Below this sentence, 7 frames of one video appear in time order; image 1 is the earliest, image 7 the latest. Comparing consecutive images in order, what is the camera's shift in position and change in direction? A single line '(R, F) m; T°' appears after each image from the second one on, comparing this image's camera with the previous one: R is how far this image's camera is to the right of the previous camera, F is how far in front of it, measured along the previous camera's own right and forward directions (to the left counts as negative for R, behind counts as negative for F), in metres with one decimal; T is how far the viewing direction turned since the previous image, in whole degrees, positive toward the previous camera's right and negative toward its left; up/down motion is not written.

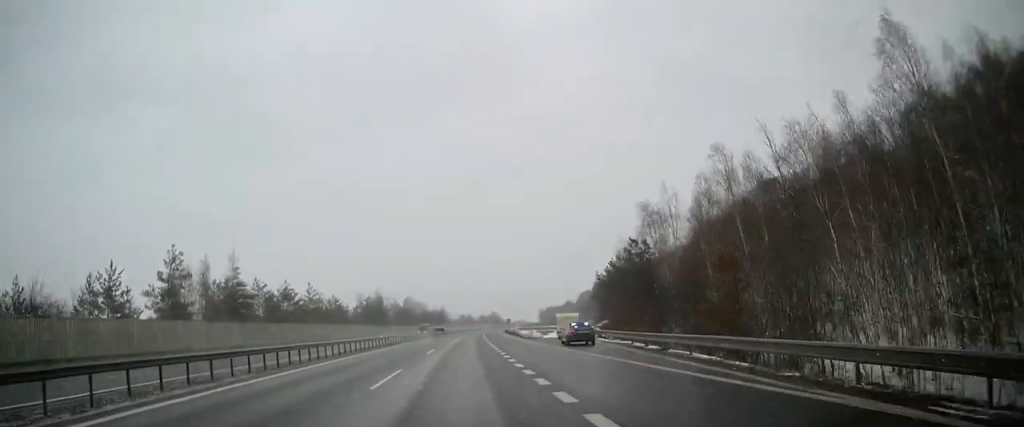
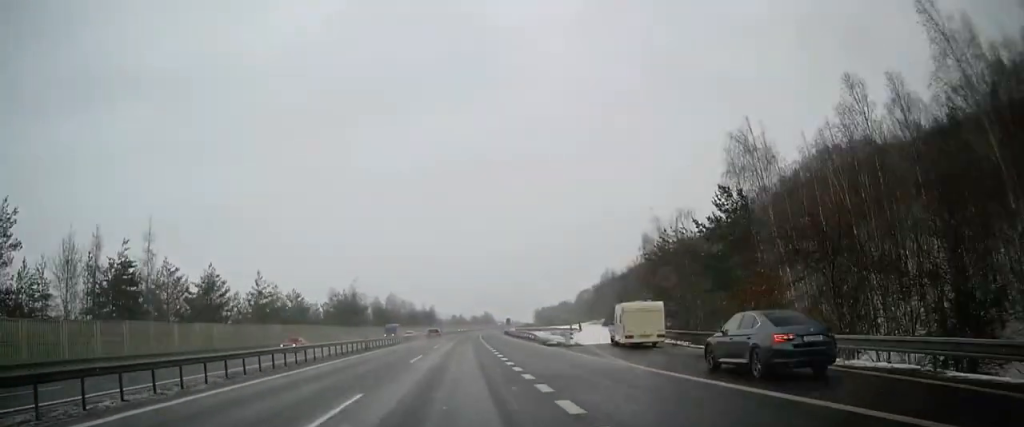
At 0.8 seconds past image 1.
(0.0, +24.9) m; 0°
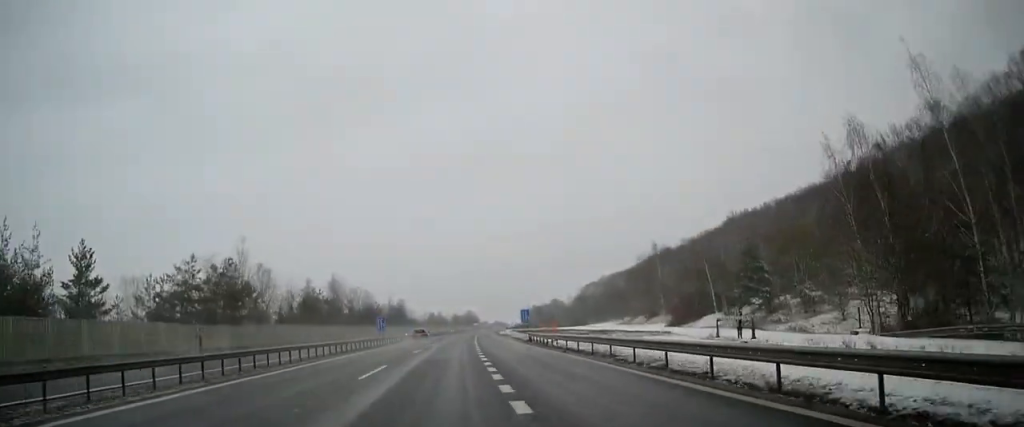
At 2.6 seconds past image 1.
(+1.9, +61.7) m; +3°
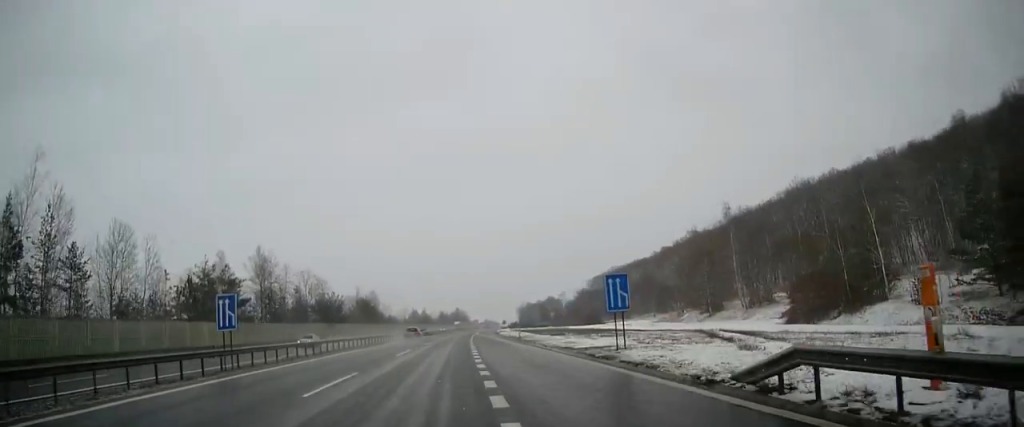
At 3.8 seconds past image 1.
(+0.1, +40.6) m; 0°
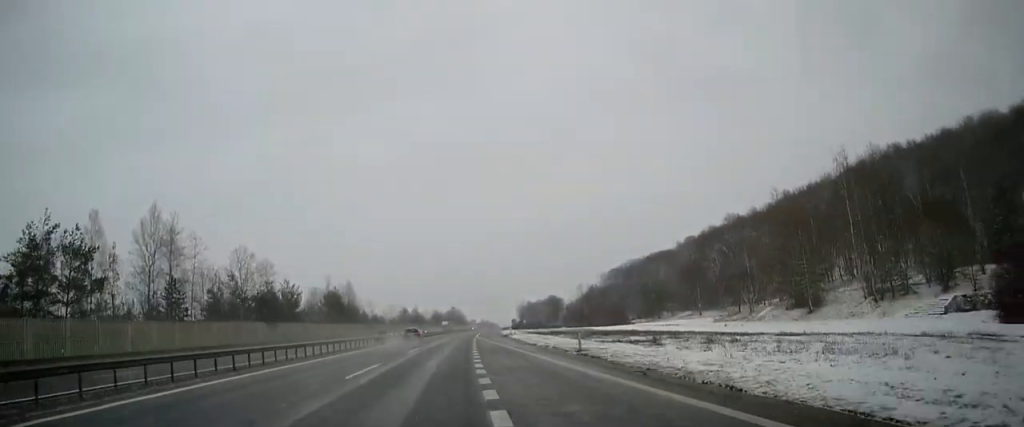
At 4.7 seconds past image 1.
(0.0, +30.9) m; +1°
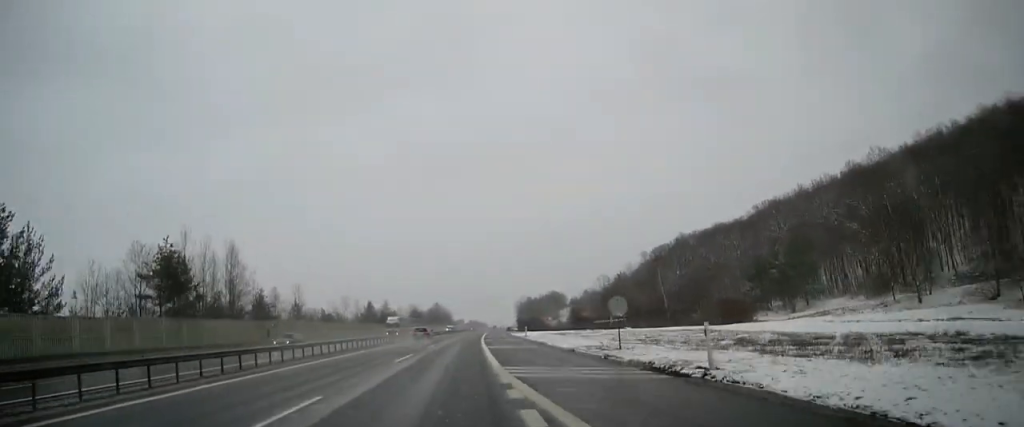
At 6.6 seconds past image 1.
(+1.0, +65.0) m; +2°
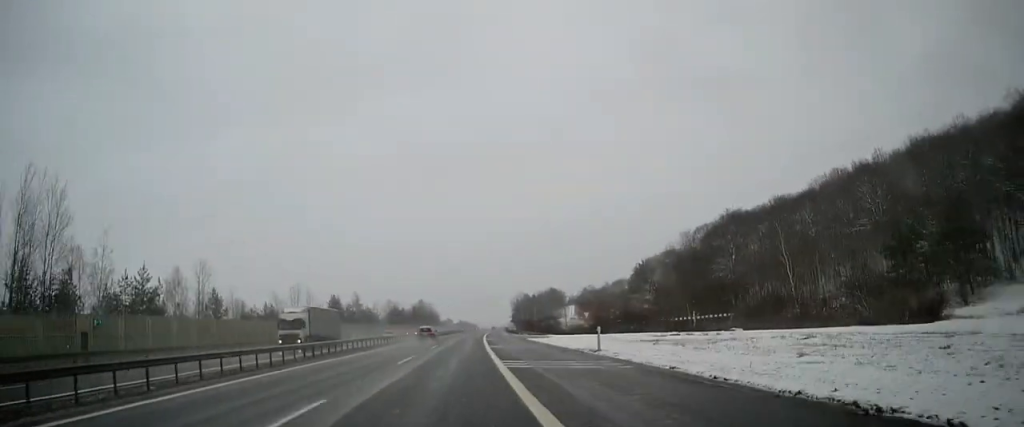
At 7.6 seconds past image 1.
(+0.3, +36.4) m; +1°
